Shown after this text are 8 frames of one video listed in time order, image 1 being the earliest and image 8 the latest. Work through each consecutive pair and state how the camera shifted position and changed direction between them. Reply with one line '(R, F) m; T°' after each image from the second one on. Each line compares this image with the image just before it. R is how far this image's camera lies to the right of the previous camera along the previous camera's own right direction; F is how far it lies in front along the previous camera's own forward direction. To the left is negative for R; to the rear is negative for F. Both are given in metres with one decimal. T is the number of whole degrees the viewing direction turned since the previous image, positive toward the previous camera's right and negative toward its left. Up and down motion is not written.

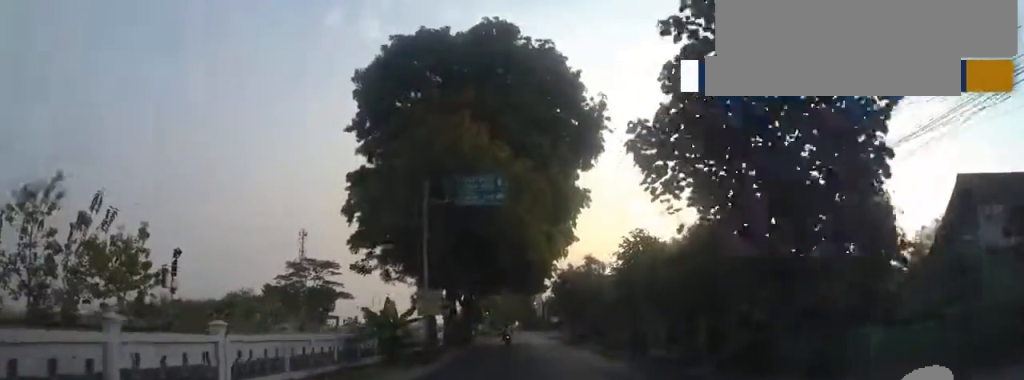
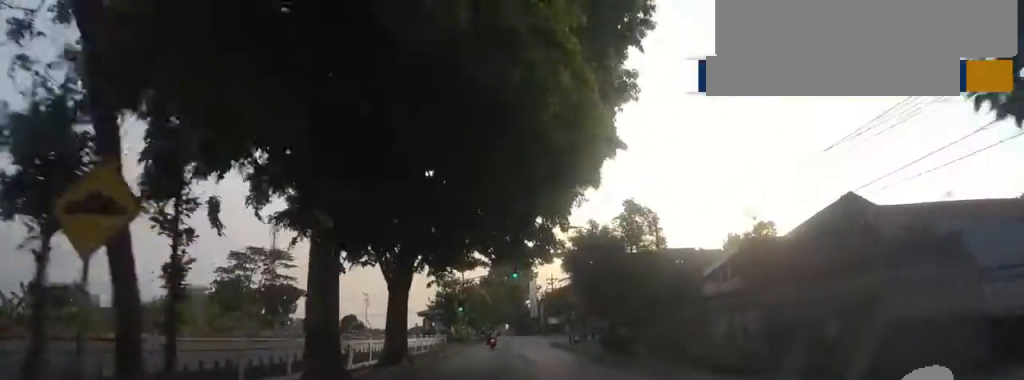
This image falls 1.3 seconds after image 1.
(+0.4, +19.2) m; 0°
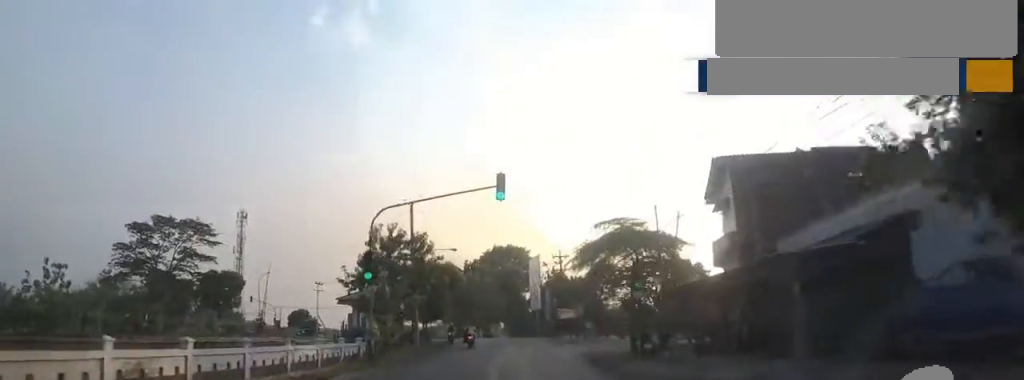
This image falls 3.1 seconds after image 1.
(-0.9, +24.8) m; -1°
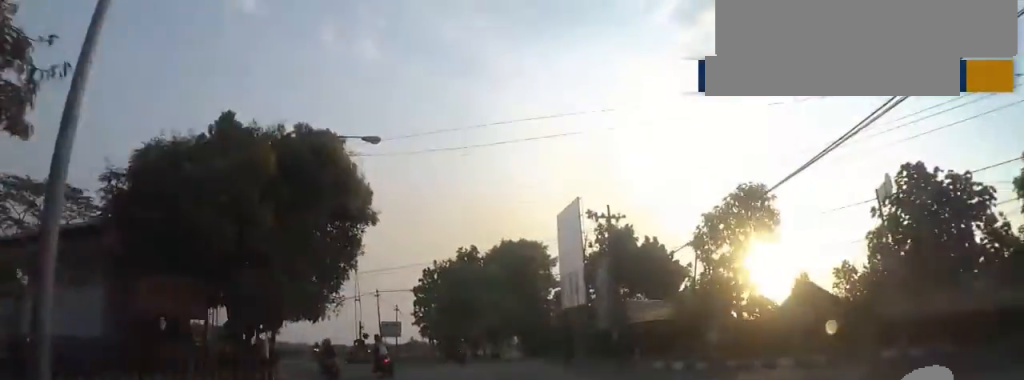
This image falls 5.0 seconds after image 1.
(-0.2, +26.2) m; 0°
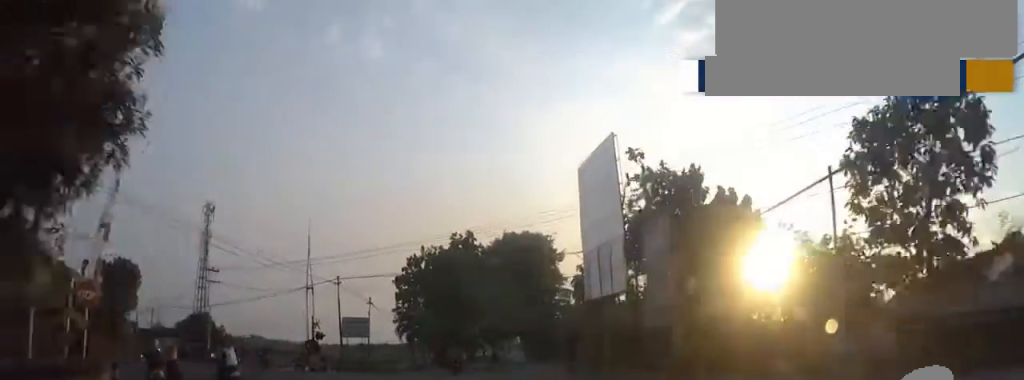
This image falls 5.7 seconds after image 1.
(+0.1, +9.0) m; +1°
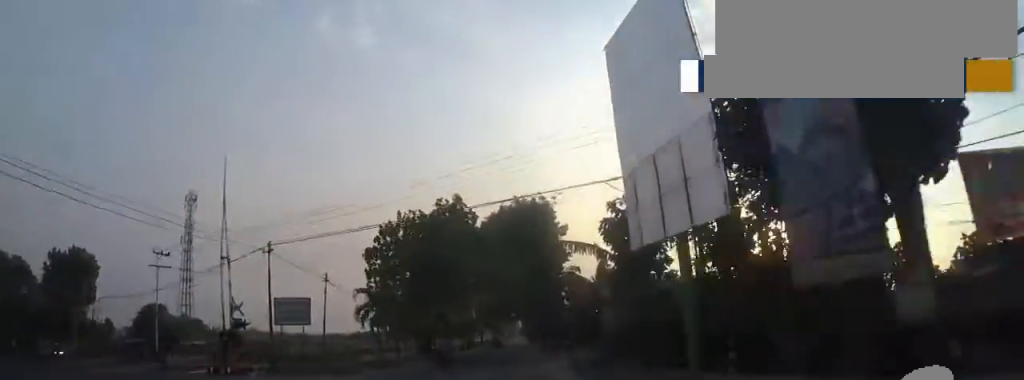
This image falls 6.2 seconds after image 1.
(0.0, +8.8) m; +1°
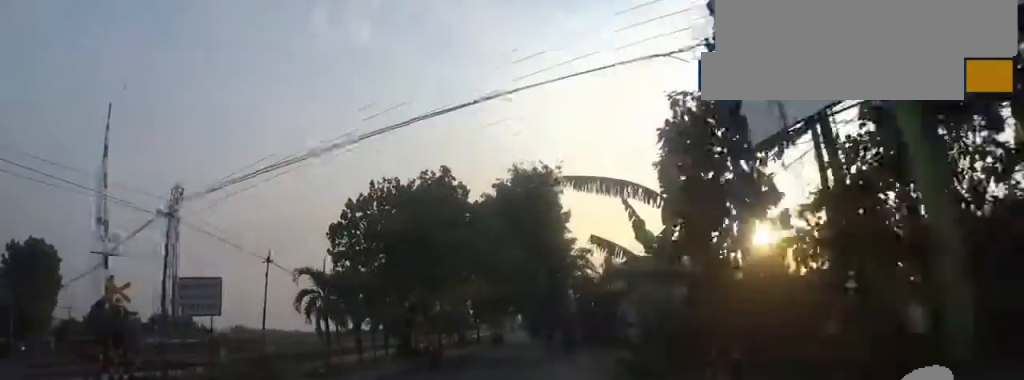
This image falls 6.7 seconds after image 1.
(0.0, +6.8) m; +1°
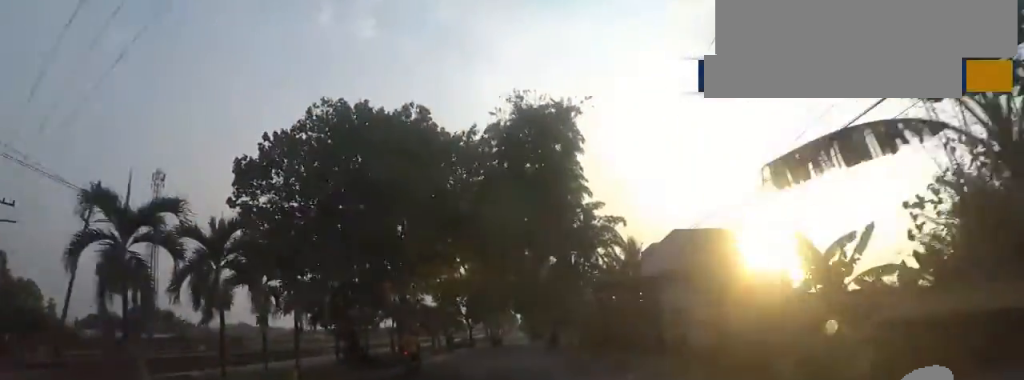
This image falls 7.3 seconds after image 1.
(+0.3, +10.3) m; 0°
